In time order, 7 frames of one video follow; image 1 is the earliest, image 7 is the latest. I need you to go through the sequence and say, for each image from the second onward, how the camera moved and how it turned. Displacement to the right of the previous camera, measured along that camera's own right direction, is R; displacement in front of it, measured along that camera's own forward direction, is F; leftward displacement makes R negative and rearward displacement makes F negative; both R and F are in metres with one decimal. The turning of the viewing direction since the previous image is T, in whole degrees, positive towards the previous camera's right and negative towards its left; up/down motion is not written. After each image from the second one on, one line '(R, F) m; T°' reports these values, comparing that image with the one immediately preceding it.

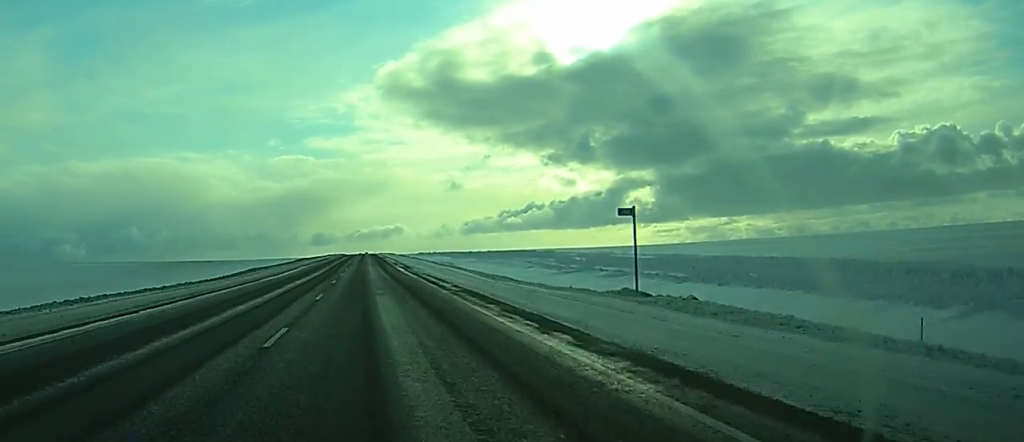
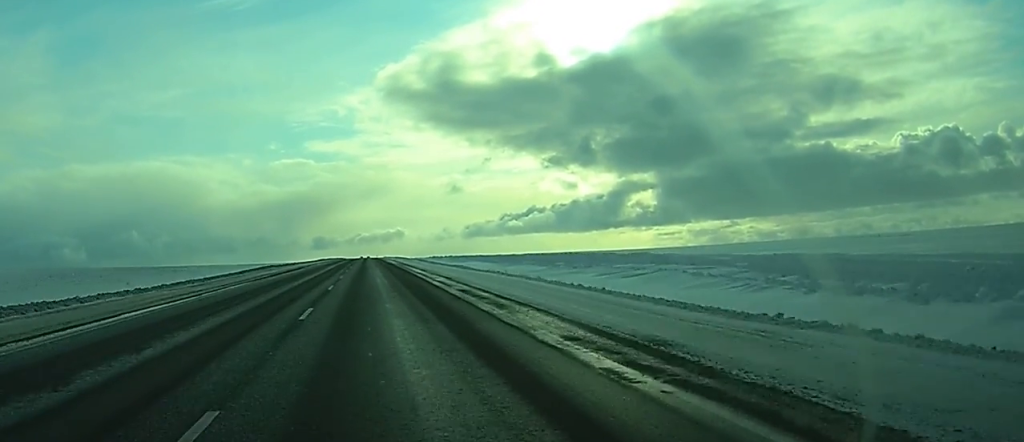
(-0.2, +56.3) m; 0°
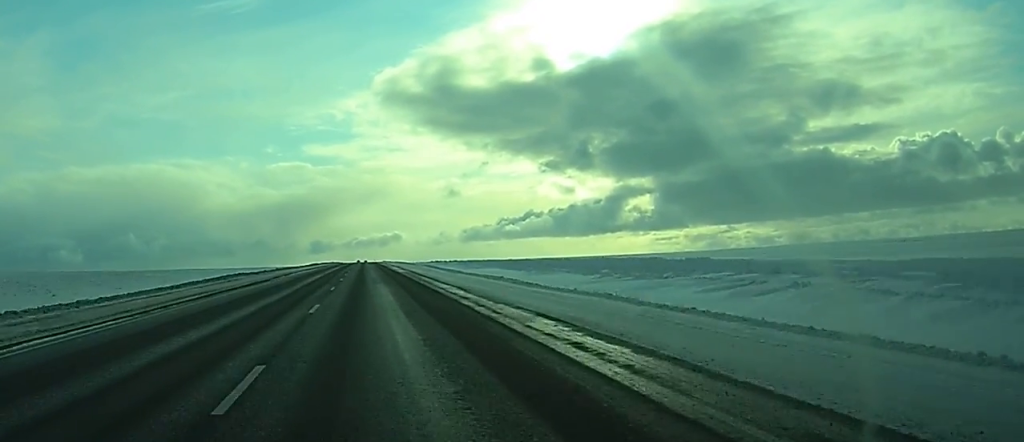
(+0.1, +21.1) m; 0°
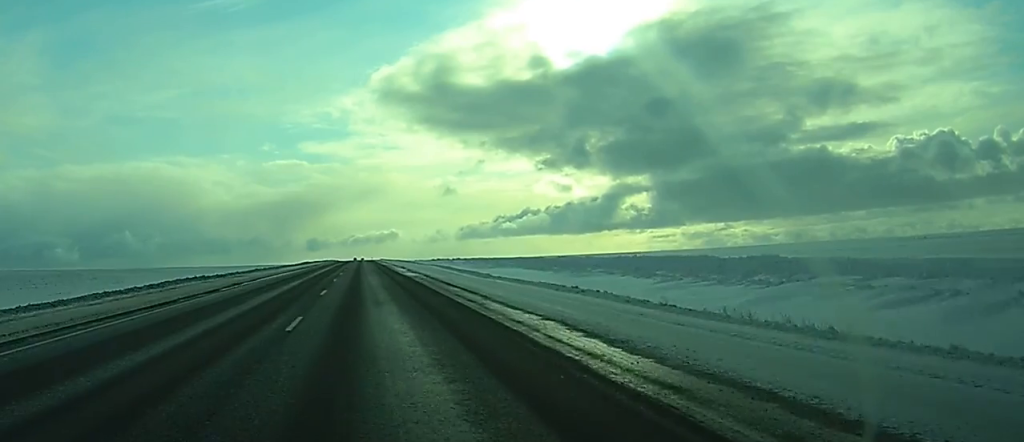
(0.0, +16.9) m; 0°
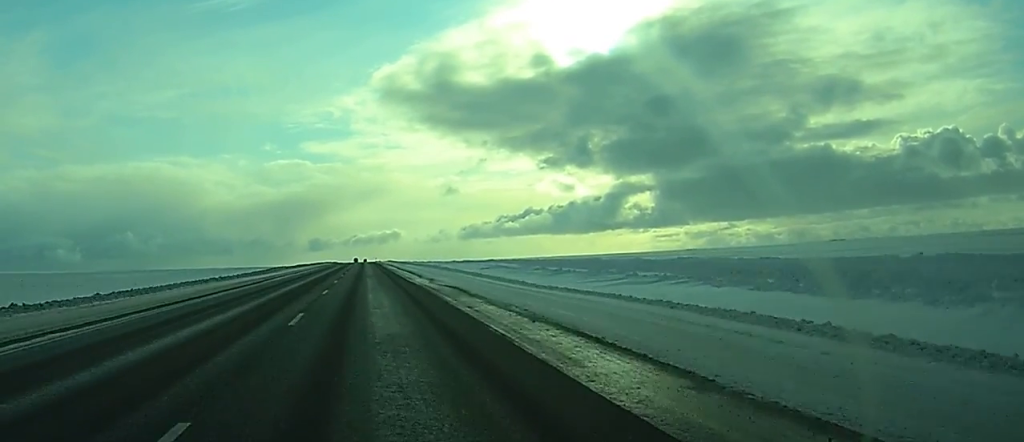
(-0.1, +59.1) m; 0°
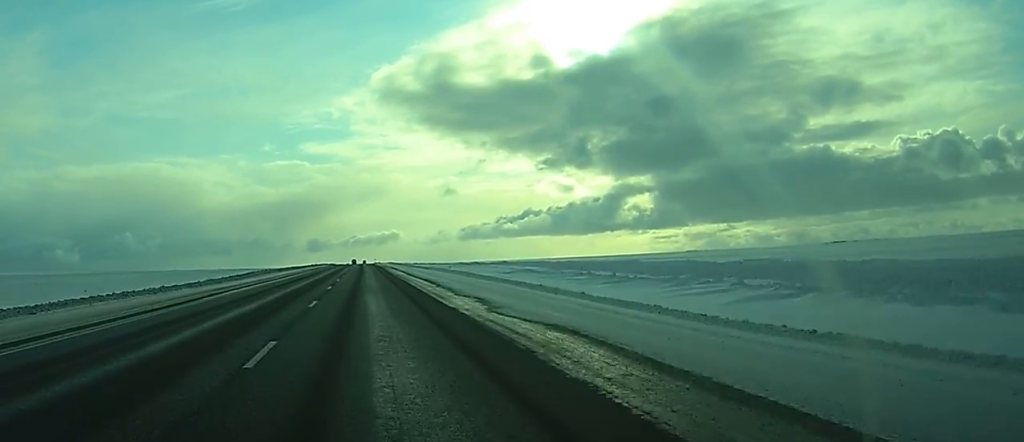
(0.0, +17.9) m; 0°
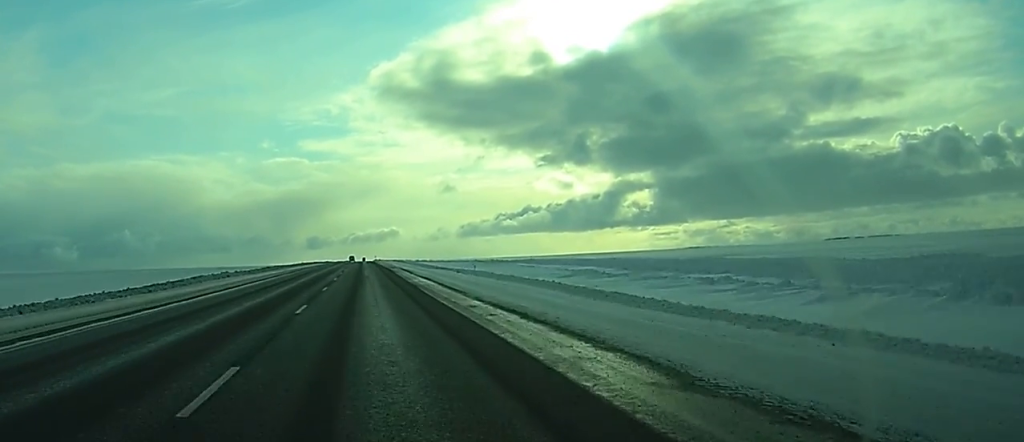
(-0.1, +27.4) m; 0°
